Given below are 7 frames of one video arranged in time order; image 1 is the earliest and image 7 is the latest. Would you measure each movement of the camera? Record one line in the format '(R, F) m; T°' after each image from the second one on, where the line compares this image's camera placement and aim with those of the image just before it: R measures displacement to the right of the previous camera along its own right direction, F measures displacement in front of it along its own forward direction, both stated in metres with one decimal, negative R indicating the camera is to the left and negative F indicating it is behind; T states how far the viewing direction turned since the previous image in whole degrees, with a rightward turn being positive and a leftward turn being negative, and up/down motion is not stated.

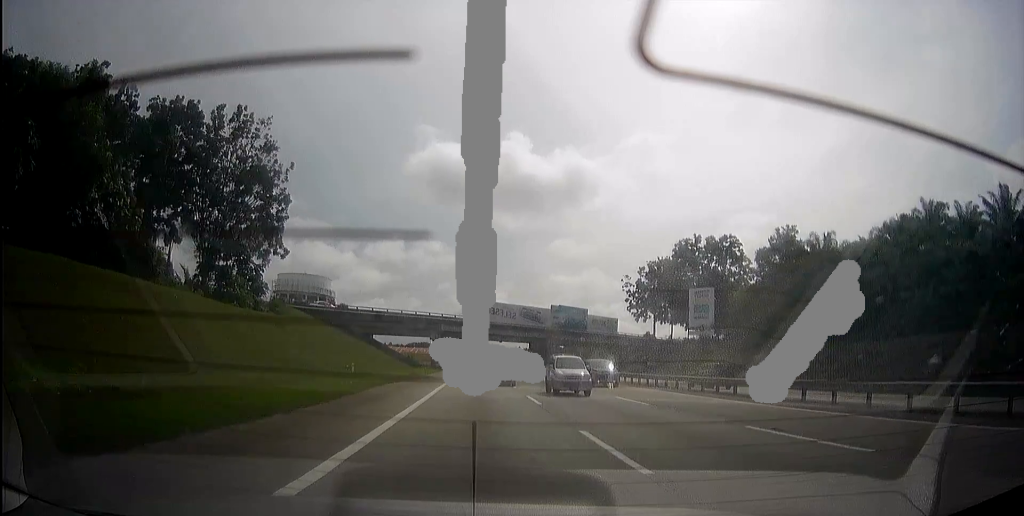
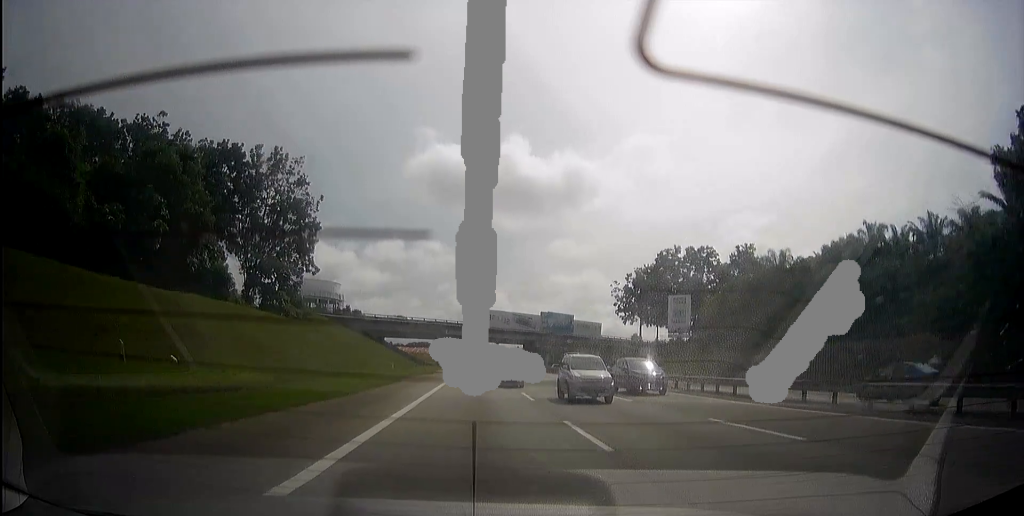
(0.0, +12.8) m; 0°
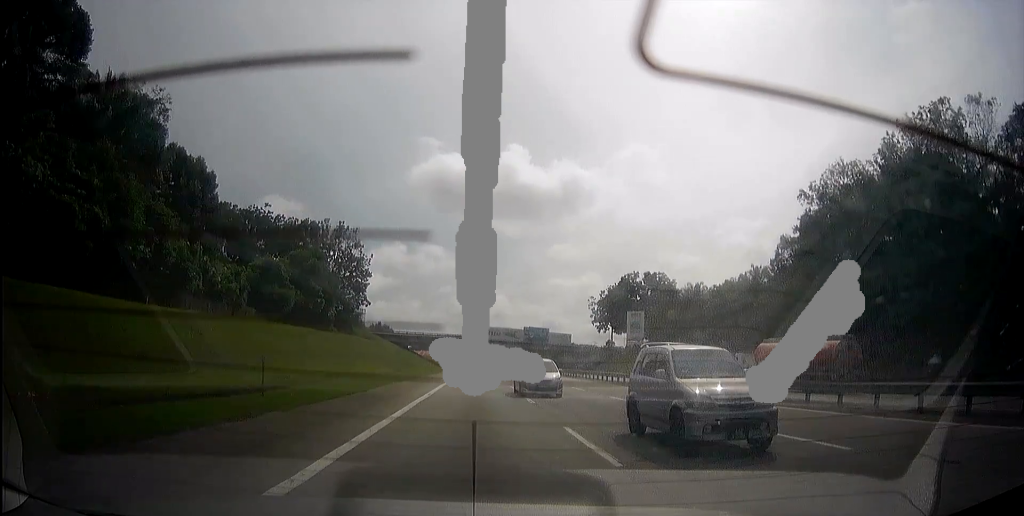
(0.0, +39.1) m; 0°
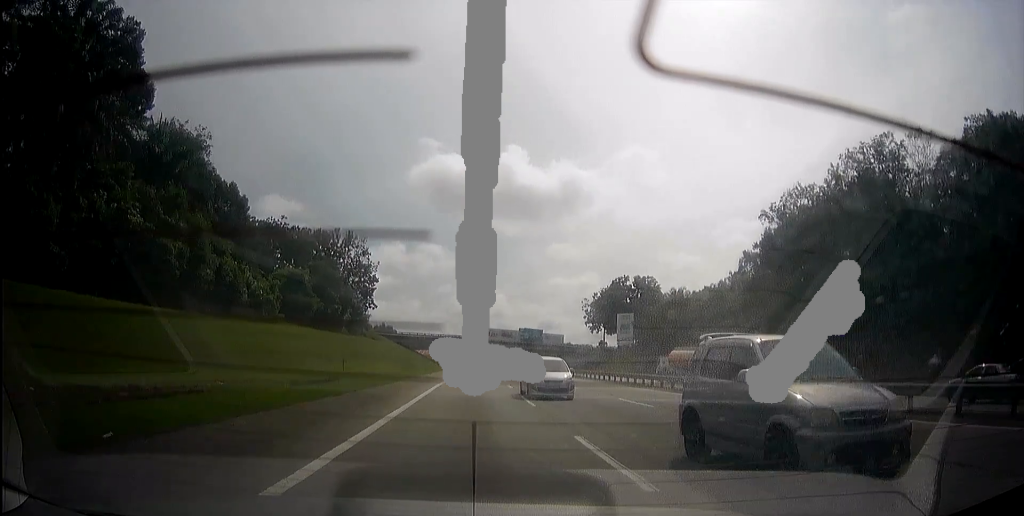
(0.0, +9.4) m; 0°
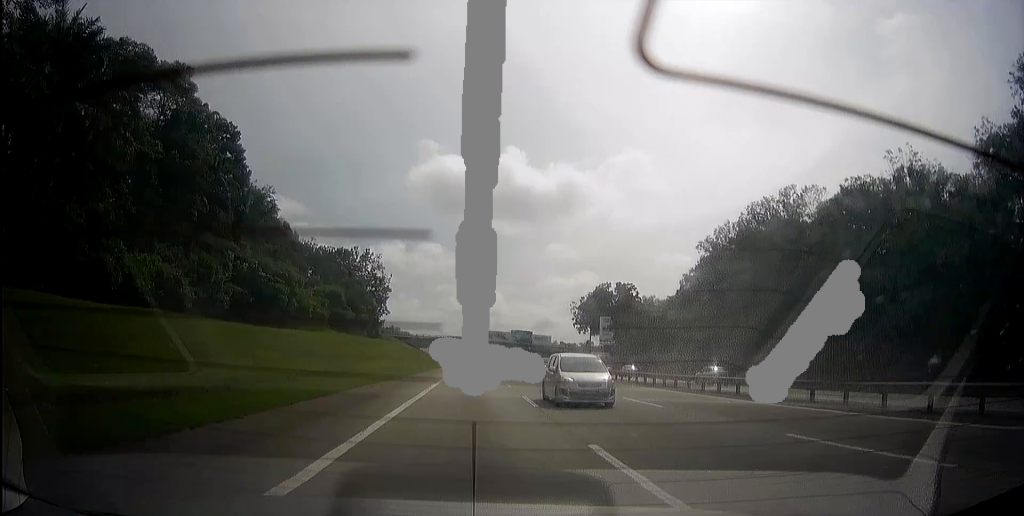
(-0.1, +24.7) m; 0°
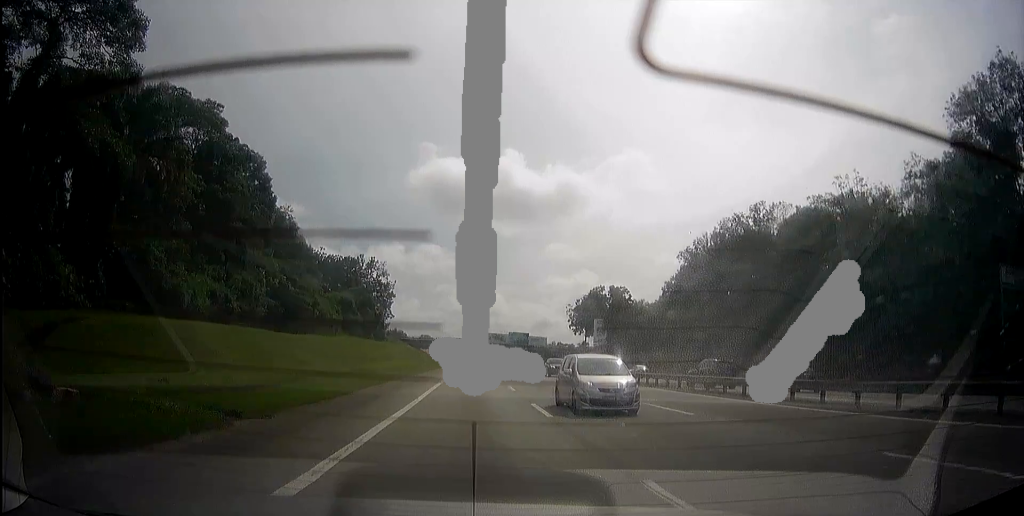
(0.0, +8.5) m; 0°
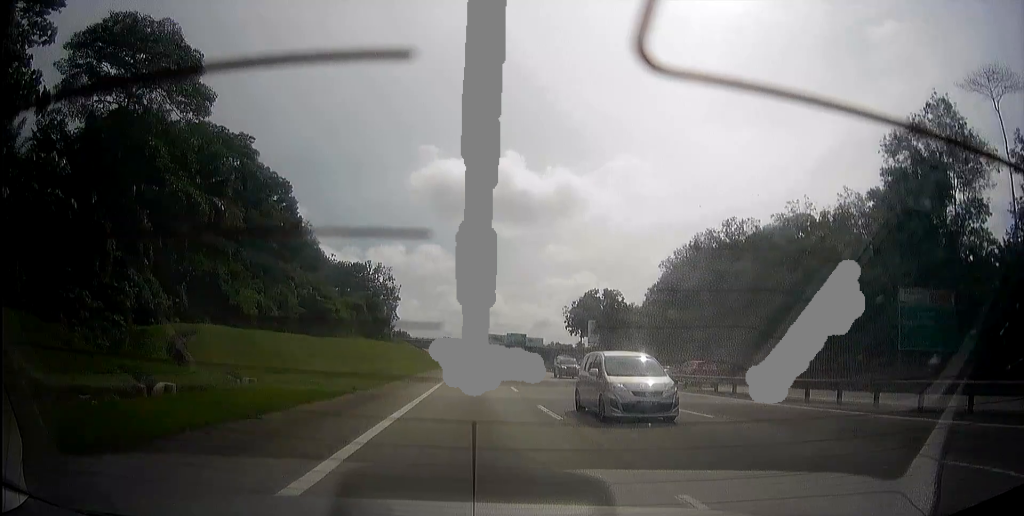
(0.0, +11.9) m; 0°
